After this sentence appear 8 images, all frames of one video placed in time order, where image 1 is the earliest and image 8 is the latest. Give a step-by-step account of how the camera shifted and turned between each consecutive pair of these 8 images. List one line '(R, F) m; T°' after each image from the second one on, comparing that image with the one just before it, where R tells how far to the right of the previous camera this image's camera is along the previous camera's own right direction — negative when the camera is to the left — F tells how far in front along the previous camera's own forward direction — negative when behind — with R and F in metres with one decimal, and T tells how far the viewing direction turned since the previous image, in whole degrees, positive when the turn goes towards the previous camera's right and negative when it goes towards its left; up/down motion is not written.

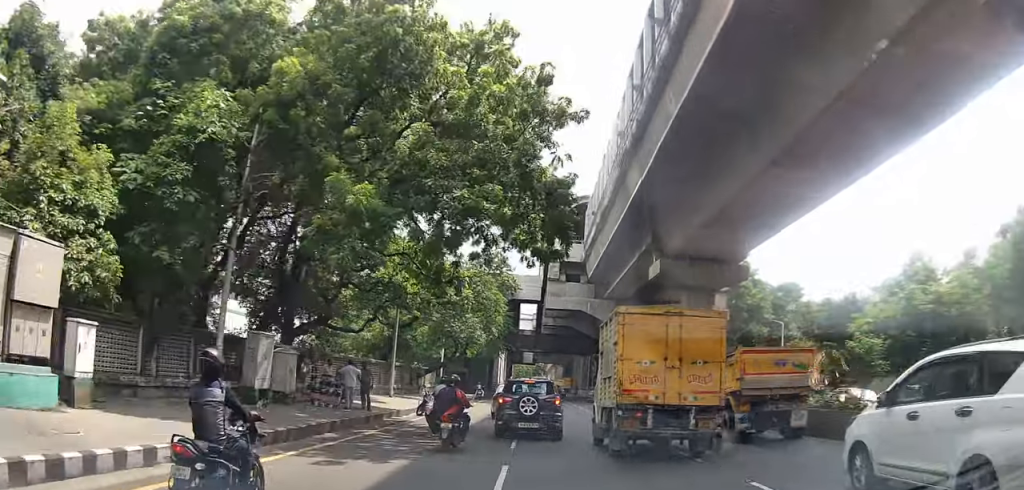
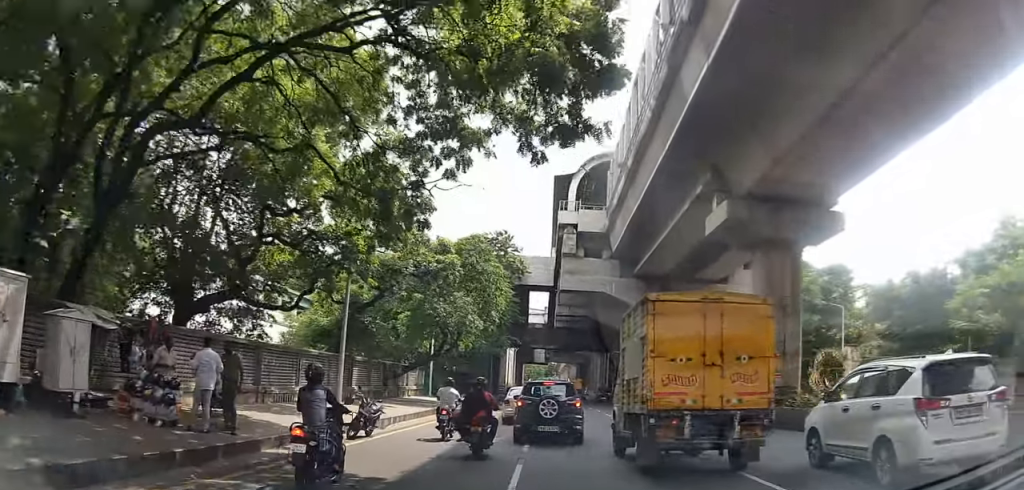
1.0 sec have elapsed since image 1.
(-0.2, +10.7) m; -1°
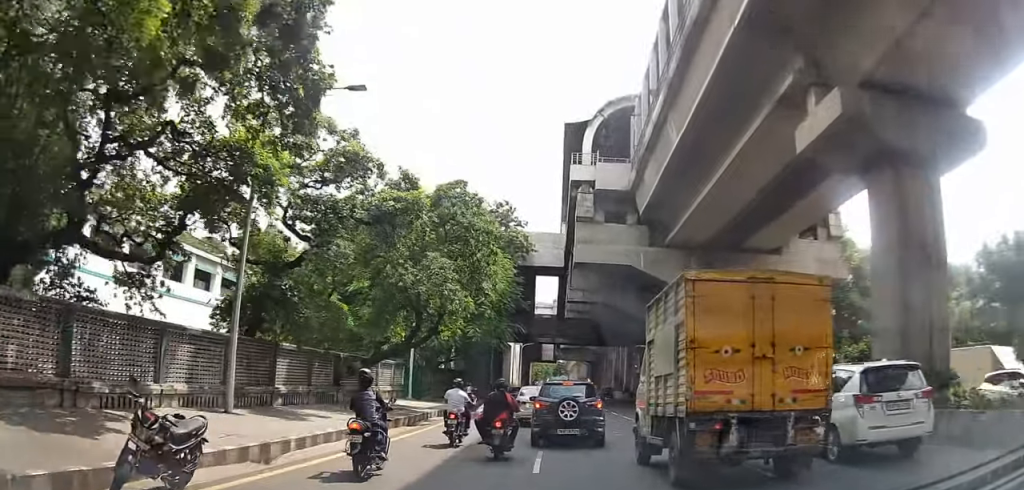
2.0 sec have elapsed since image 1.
(0.0, +10.1) m; 0°
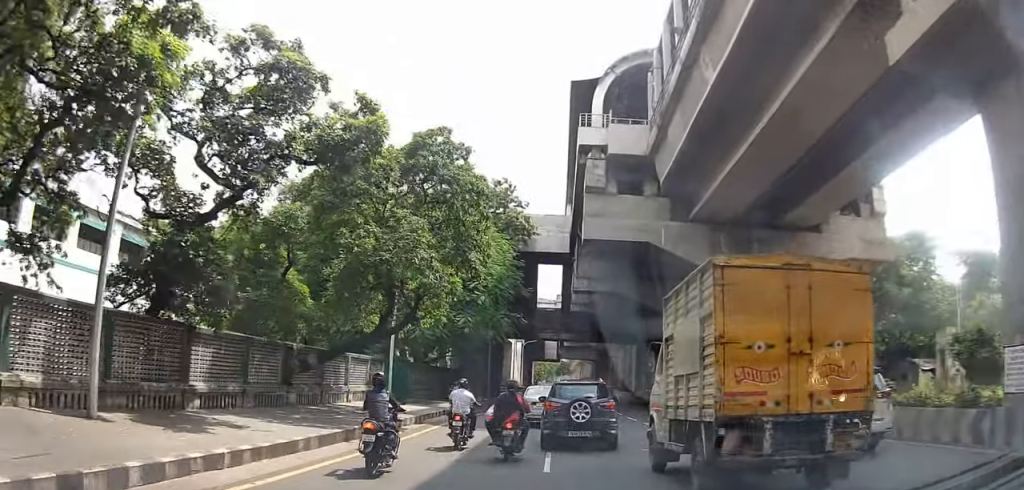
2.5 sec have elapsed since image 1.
(0.0, +5.4) m; 0°
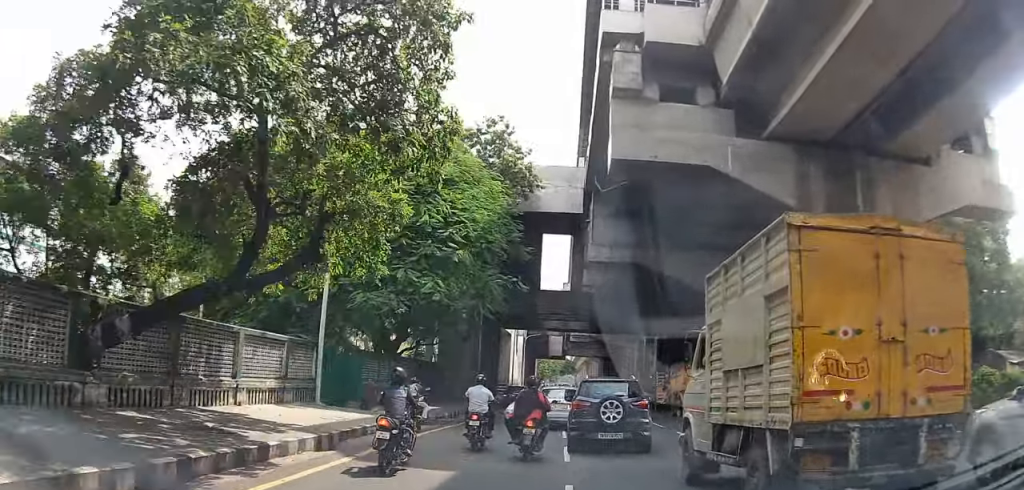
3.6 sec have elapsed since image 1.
(0.0, +10.5) m; -1°
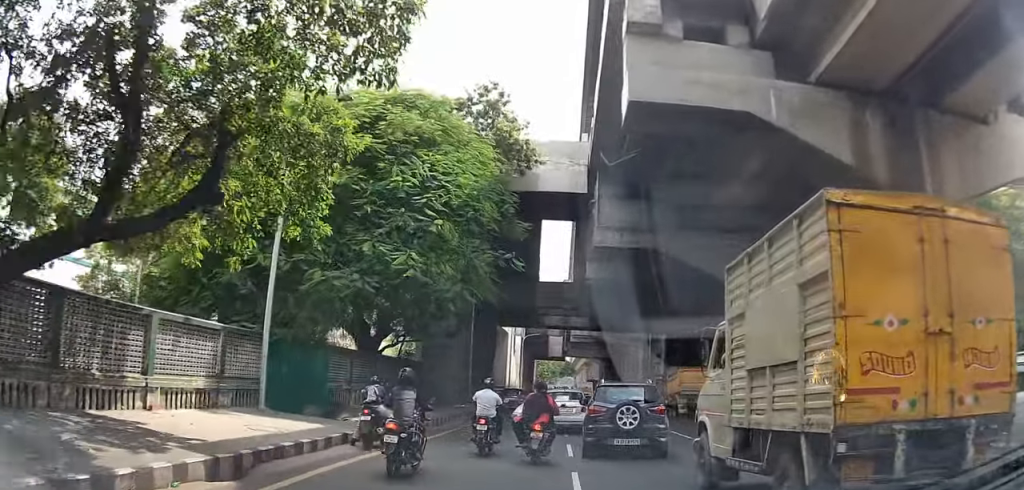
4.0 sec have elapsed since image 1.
(0.0, +4.6) m; 0°
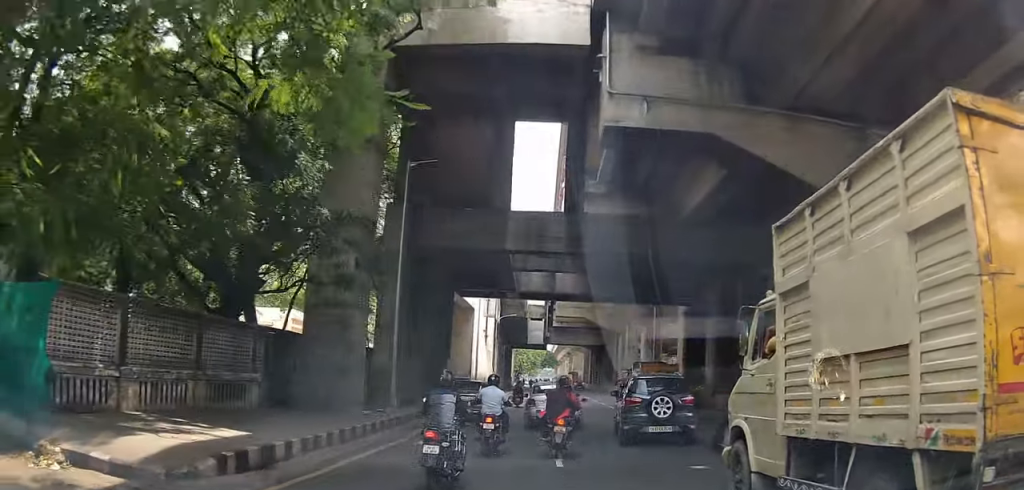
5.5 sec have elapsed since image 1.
(+0.1, +15.7) m; +2°
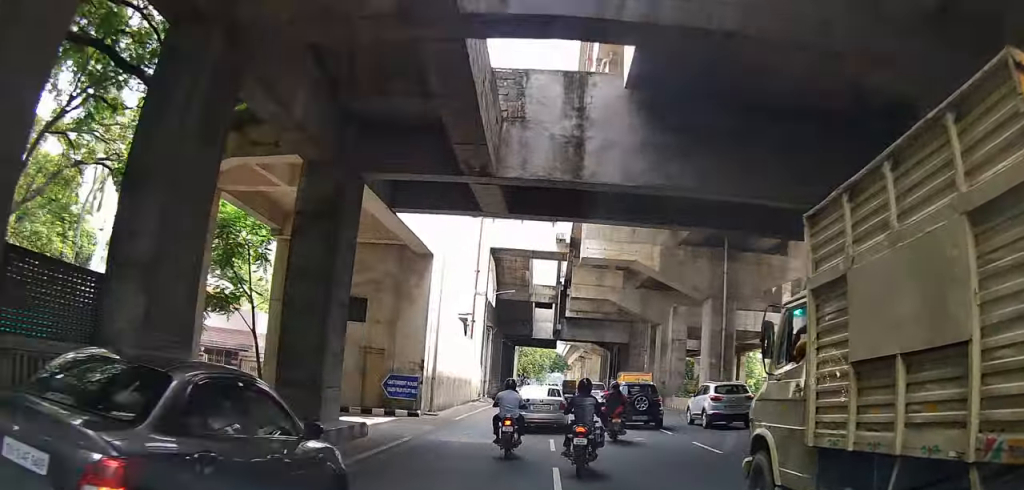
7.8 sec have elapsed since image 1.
(+0.4, +23.6) m; 0°
